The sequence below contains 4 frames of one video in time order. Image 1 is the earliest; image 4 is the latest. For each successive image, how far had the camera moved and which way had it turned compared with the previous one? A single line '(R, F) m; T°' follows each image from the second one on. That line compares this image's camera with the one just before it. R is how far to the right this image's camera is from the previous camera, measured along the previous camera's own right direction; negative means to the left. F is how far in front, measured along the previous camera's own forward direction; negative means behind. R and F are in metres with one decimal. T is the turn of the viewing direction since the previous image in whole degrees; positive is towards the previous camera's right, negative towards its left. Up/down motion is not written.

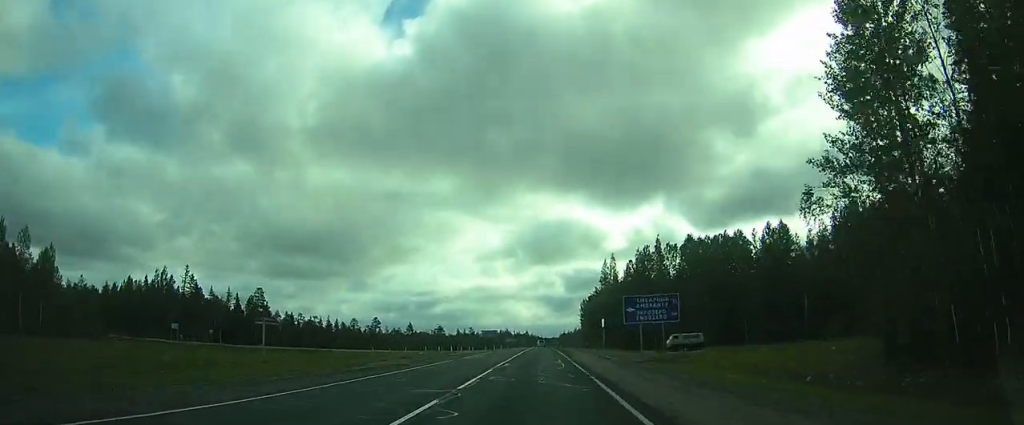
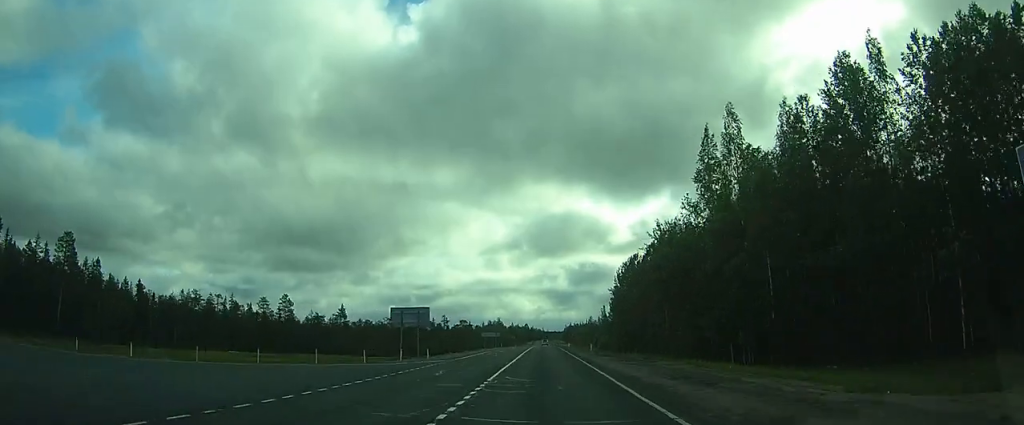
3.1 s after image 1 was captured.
(+0.2, +63.1) m; 0°
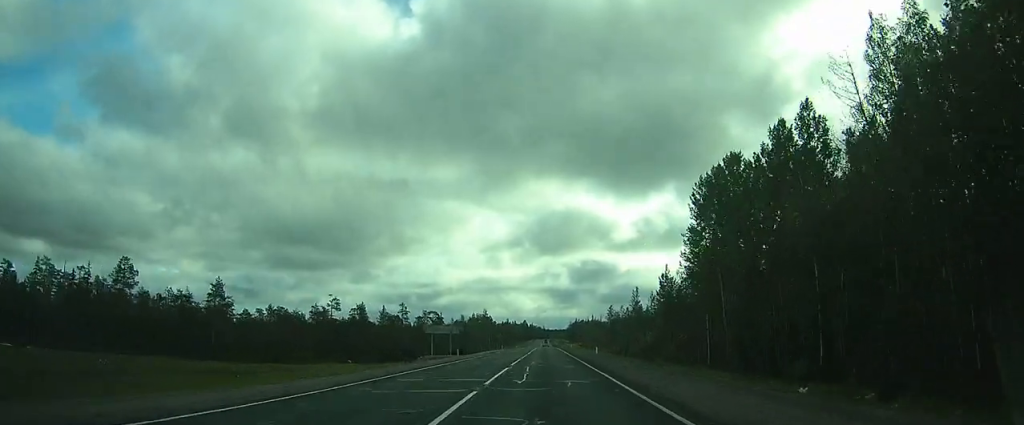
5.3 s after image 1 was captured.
(-0.1, +56.9) m; 0°
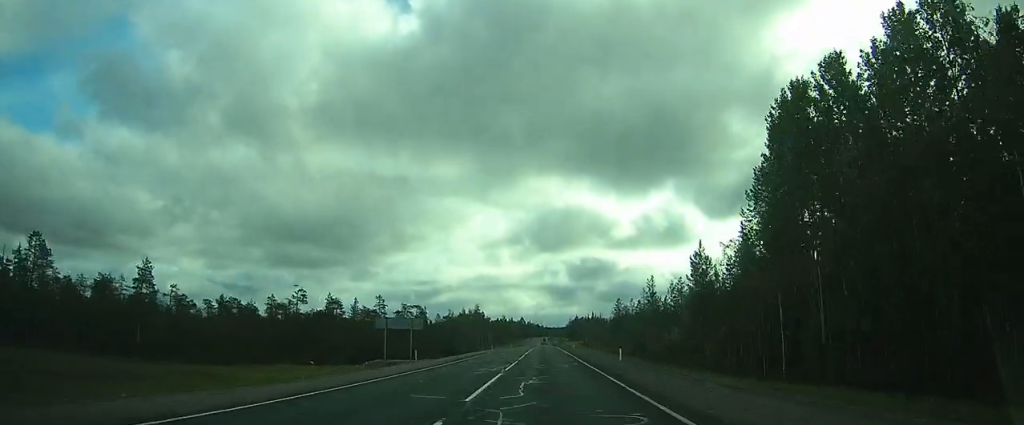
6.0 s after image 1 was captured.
(0.0, +17.5) m; 0°
